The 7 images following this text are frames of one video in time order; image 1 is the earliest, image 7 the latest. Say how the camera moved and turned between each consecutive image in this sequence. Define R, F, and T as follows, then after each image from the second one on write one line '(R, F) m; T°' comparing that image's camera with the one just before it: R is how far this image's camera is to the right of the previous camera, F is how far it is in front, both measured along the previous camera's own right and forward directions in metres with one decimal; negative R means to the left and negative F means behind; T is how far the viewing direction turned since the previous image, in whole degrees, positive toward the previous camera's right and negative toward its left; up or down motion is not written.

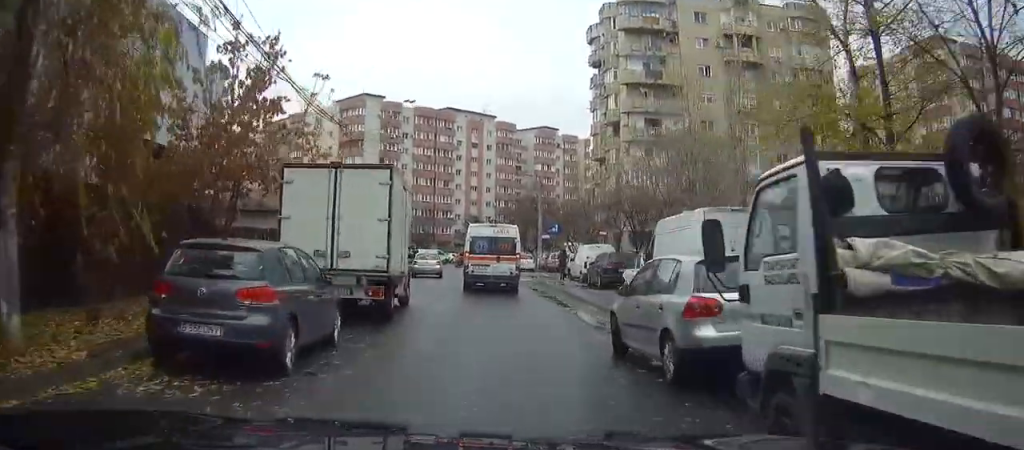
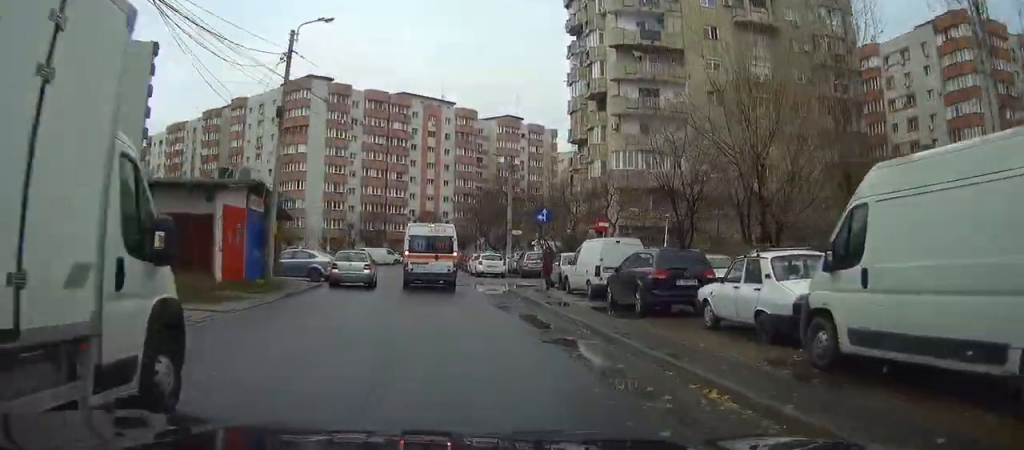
(+0.1, +11.9) m; 0°
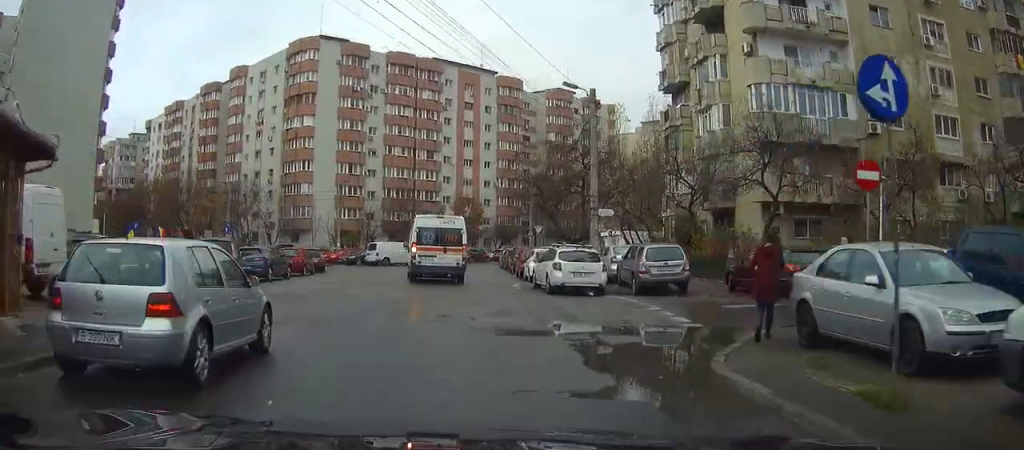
(-0.6, +21.4) m; -4°
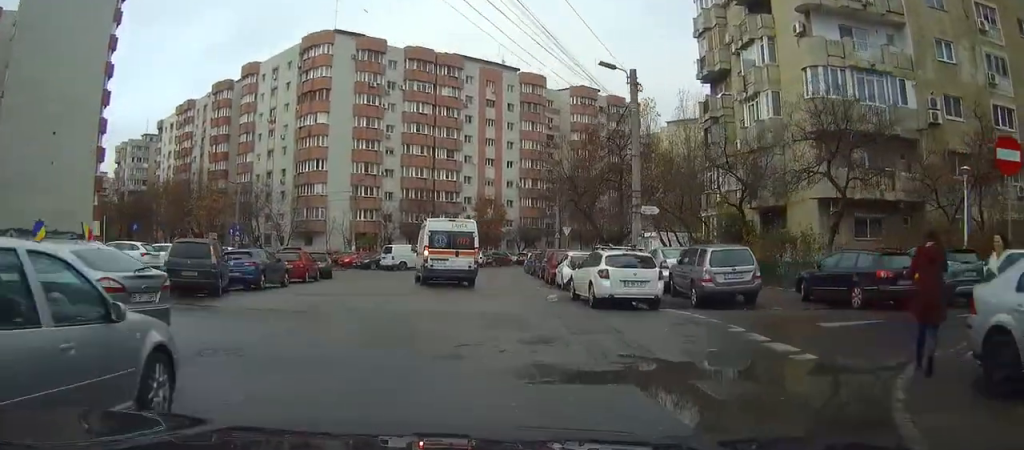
(0.0, +4.4) m; -1°
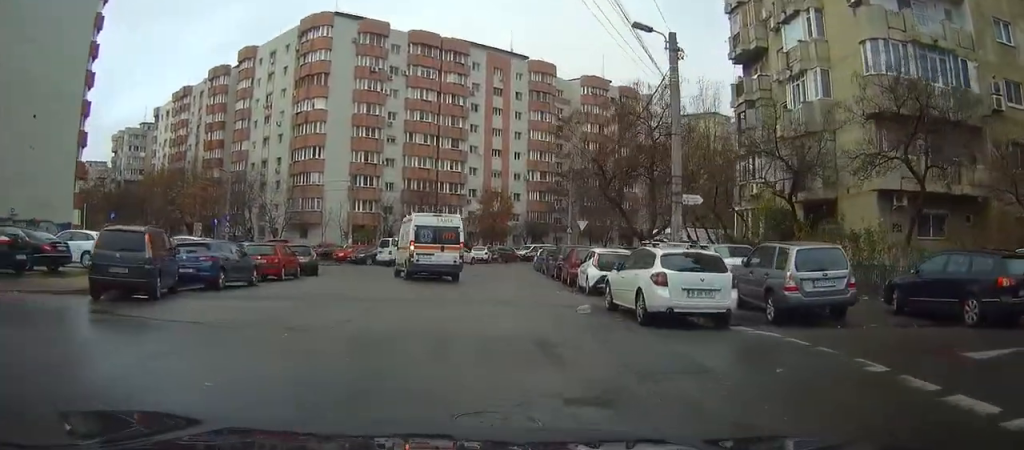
(-0.1, +5.0) m; 0°
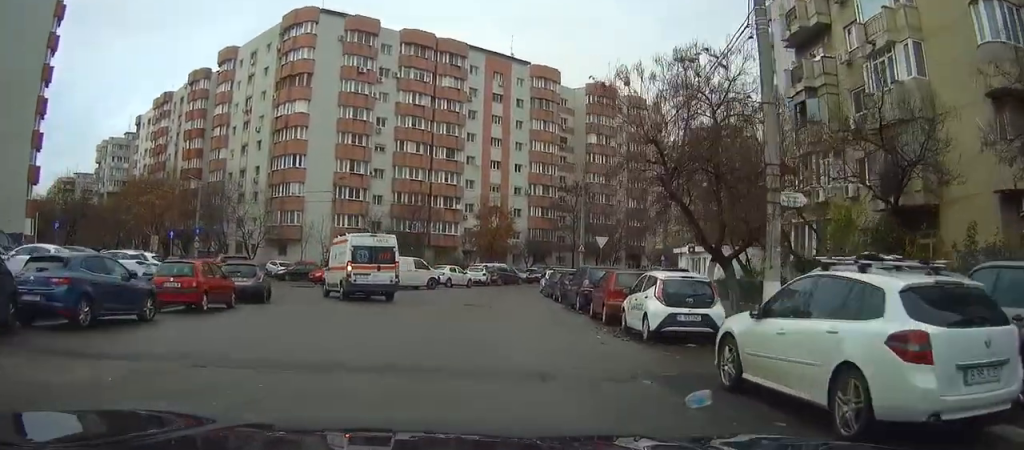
(0.0, +8.3) m; 0°
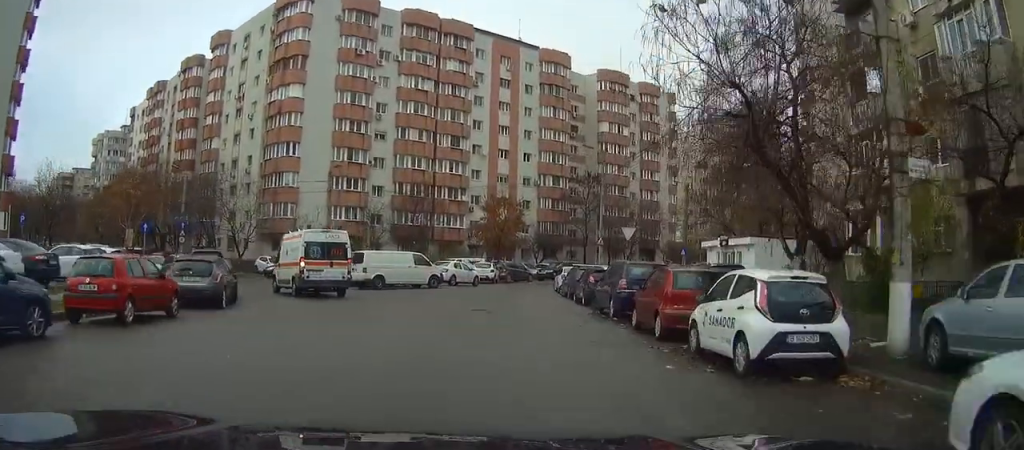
(0.0, +5.0) m; 0°
